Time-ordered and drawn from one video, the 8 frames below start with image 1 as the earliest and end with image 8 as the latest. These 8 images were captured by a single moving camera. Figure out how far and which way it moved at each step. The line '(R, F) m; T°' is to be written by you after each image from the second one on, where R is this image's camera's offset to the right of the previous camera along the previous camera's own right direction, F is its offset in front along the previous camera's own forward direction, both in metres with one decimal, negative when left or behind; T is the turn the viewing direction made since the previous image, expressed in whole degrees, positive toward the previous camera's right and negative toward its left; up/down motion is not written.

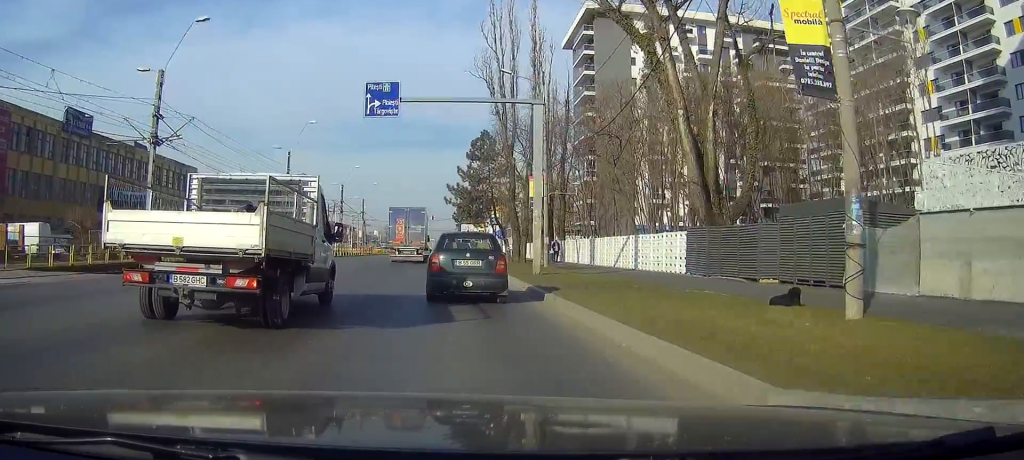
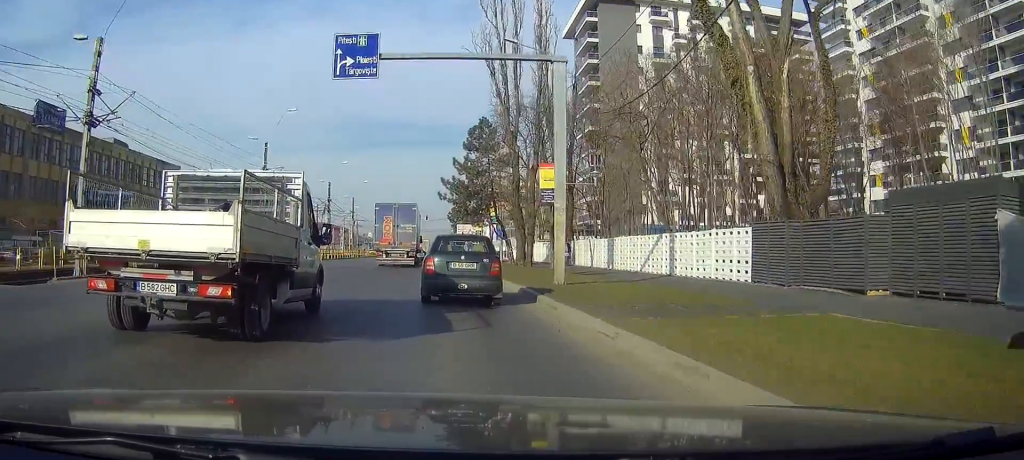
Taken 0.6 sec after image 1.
(-0.2, +6.6) m; -3°
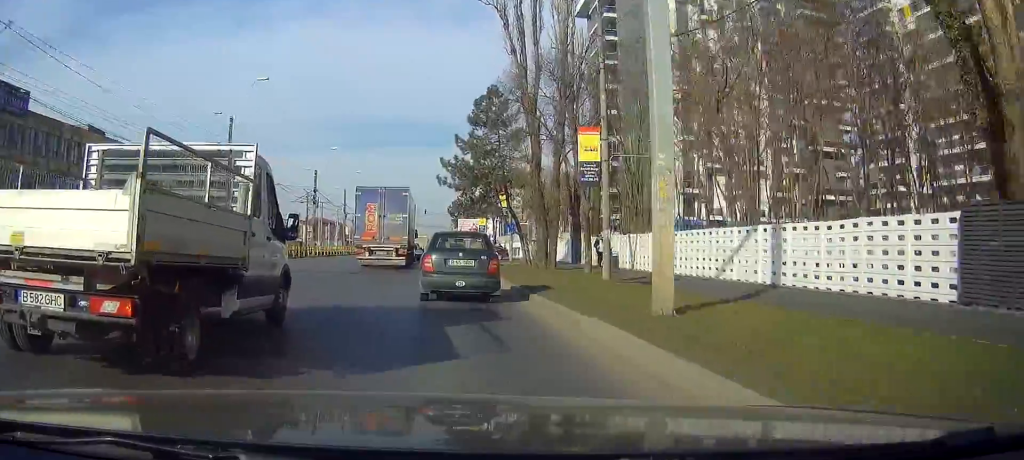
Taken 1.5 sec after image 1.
(-0.2, +9.7) m; 0°
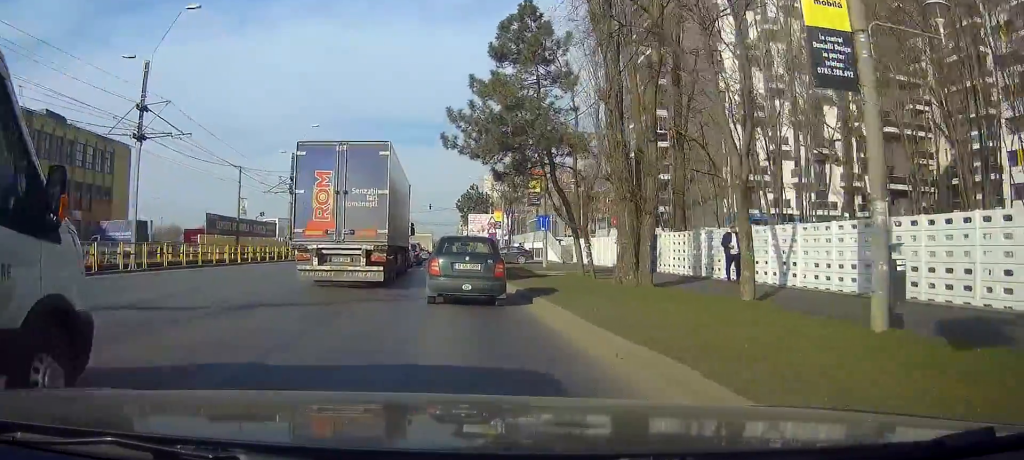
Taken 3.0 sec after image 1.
(+0.2, +15.5) m; +1°
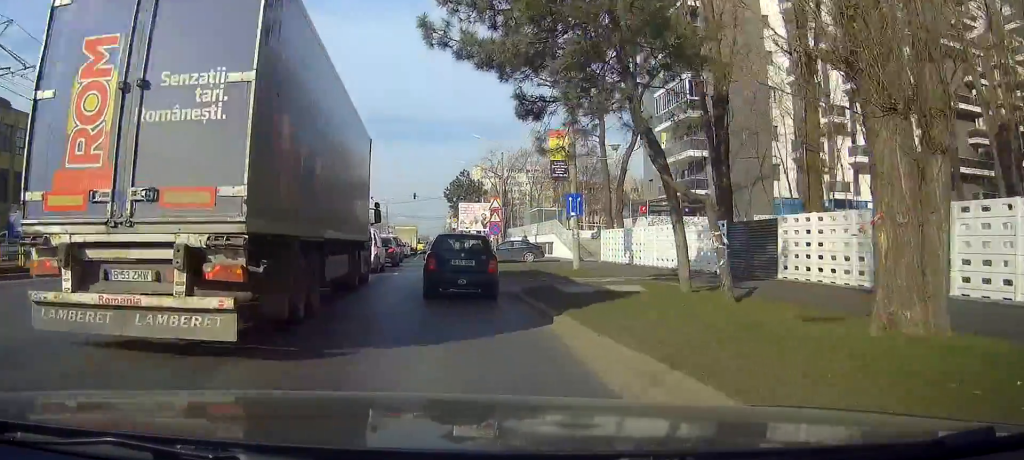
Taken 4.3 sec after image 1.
(+0.2, +13.3) m; +2°
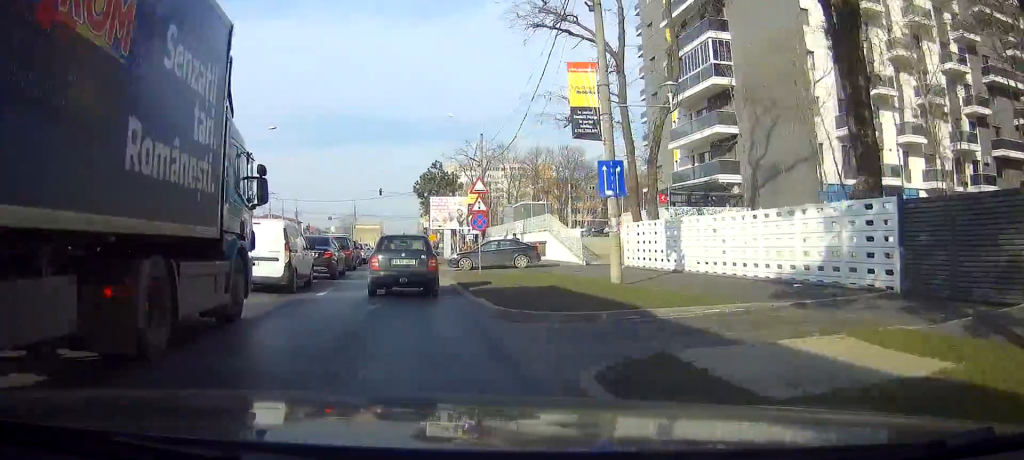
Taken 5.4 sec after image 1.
(+0.2, +10.9) m; 0°
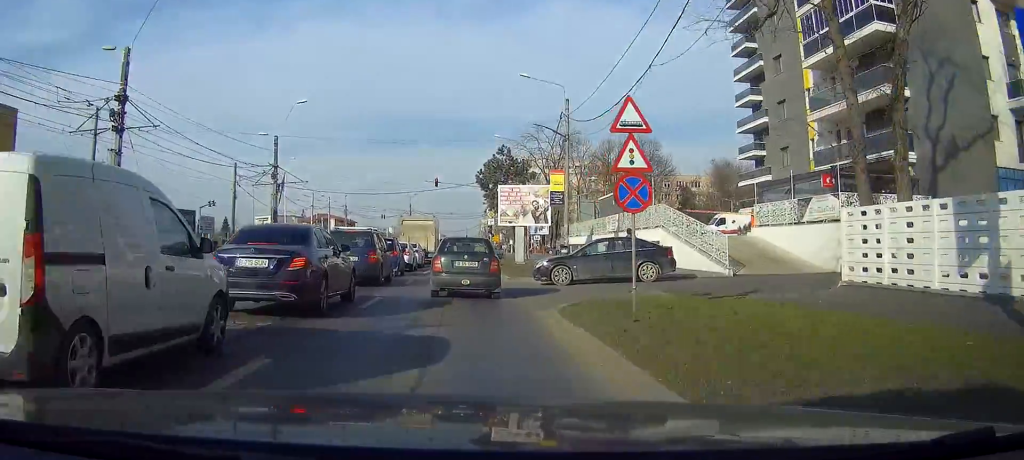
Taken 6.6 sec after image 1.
(-0.2, +12.5) m; -1°
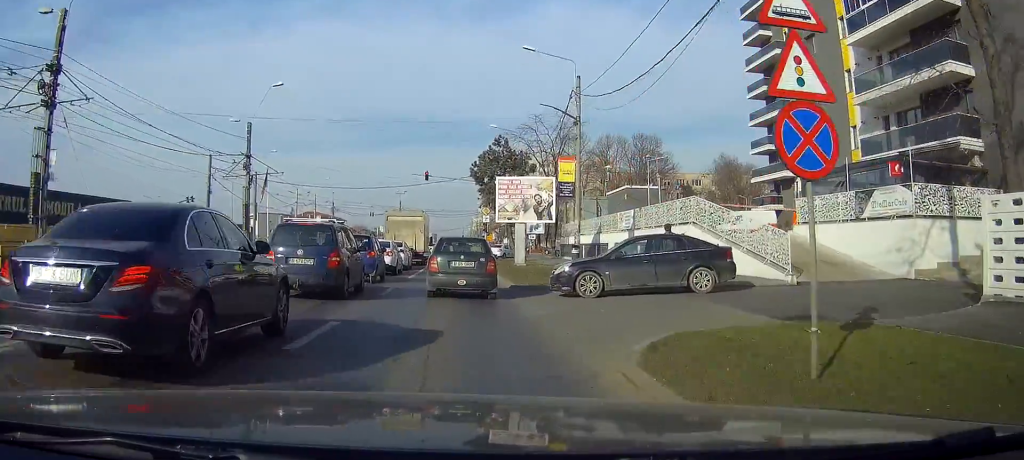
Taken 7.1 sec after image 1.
(0.0, +5.5) m; 0°
